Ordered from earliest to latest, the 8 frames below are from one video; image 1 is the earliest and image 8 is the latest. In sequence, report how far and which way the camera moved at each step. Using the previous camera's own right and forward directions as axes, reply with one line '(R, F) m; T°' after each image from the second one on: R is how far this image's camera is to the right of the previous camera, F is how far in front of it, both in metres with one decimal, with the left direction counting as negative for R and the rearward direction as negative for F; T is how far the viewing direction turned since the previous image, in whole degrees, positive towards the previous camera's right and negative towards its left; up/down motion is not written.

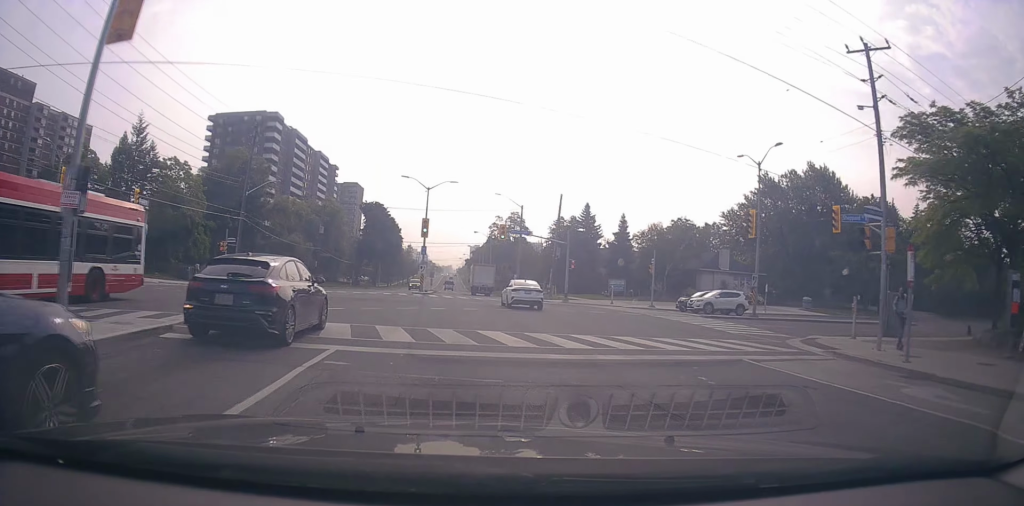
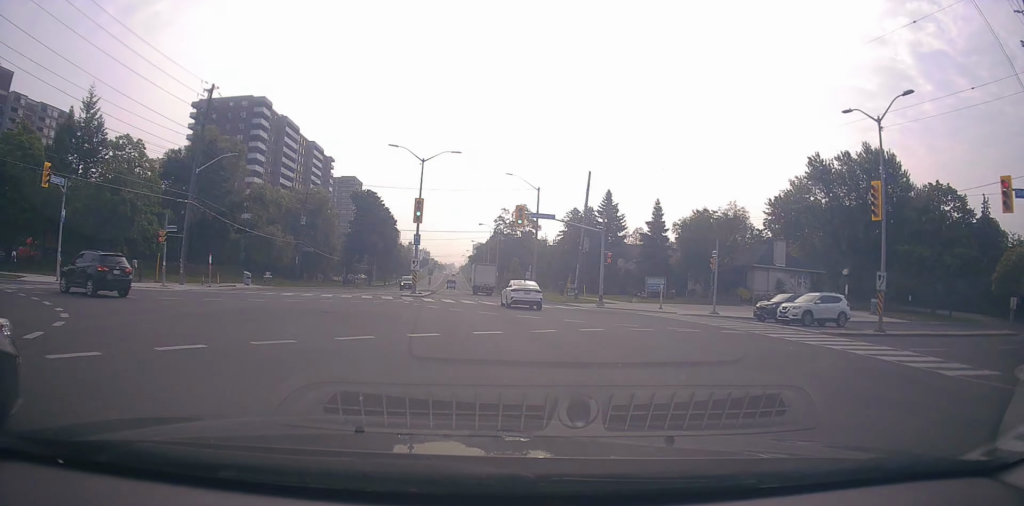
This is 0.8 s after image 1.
(-0.1, +11.4) m; -1°
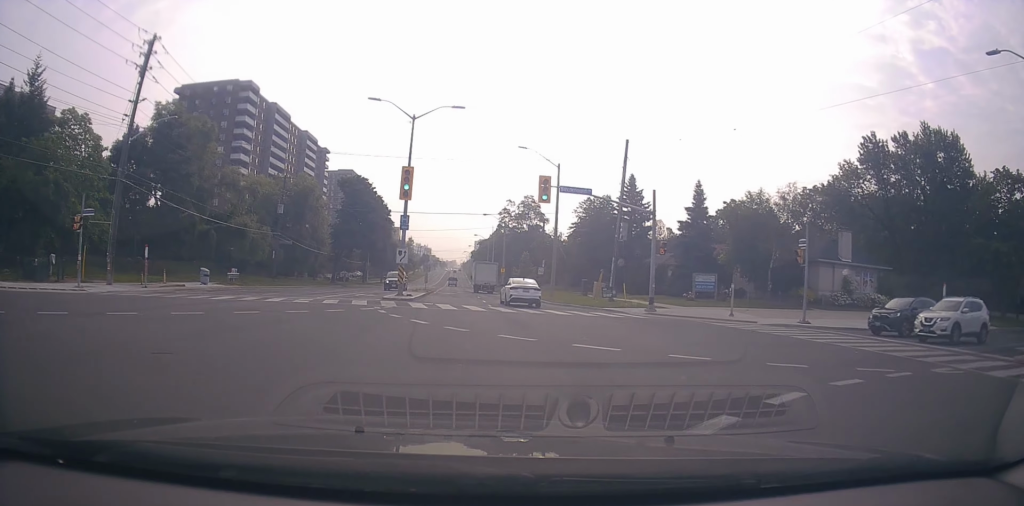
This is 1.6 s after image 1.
(0.0, +10.1) m; 0°
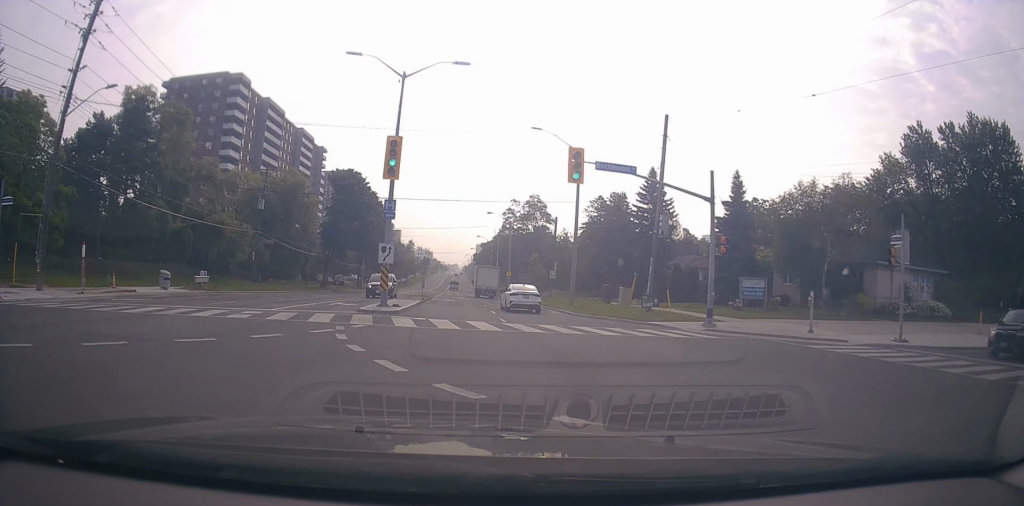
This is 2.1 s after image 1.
(0.0, +6.9) m; 0°
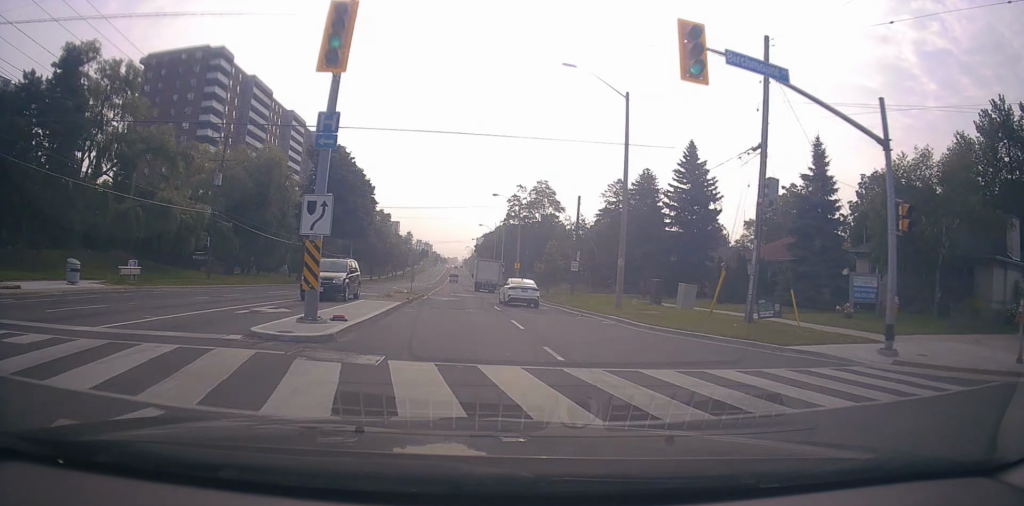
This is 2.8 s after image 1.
(0.0, +10.6) m; +2°
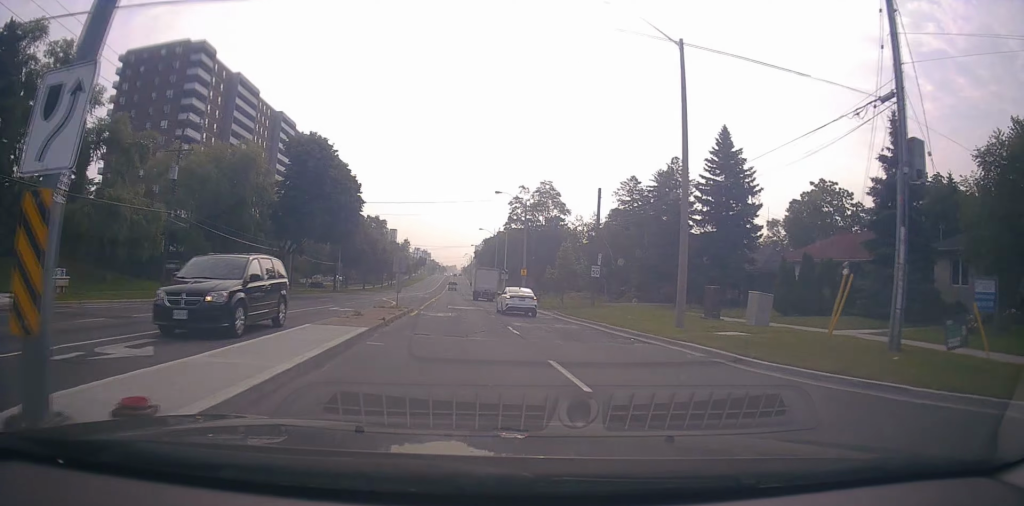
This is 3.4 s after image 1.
(+0.1, +7.5) m; +1°
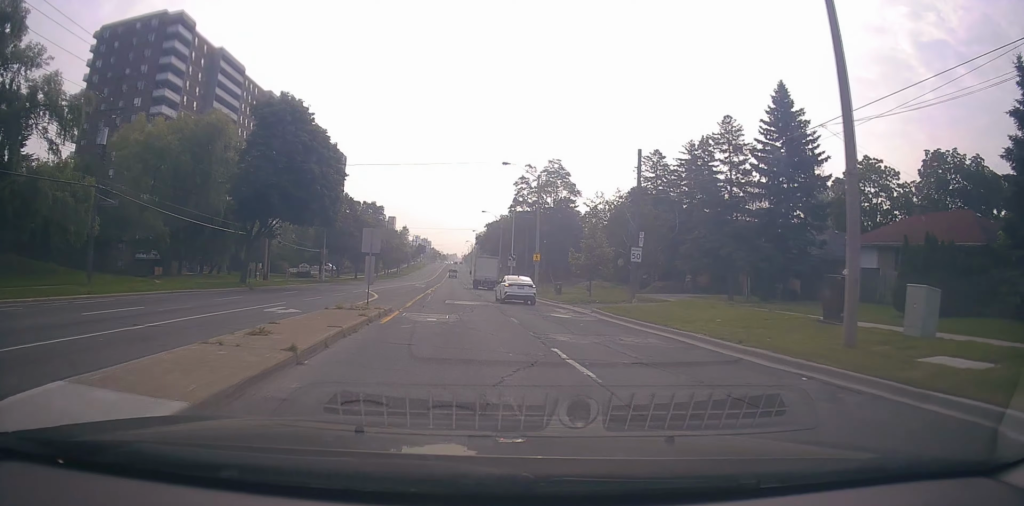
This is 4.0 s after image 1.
(+0.5, +8.9) m; 0°
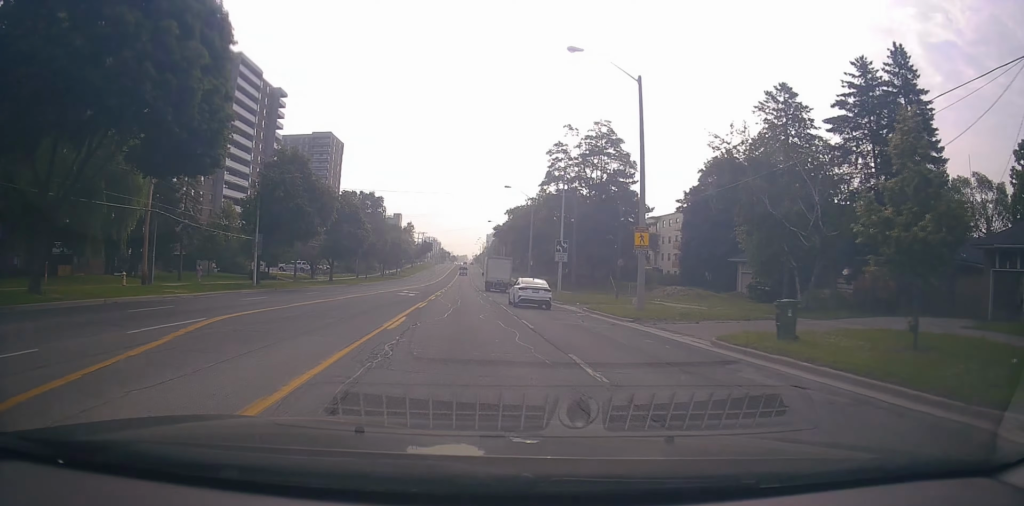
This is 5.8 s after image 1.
(-0.9, +25.9) m; -2°
